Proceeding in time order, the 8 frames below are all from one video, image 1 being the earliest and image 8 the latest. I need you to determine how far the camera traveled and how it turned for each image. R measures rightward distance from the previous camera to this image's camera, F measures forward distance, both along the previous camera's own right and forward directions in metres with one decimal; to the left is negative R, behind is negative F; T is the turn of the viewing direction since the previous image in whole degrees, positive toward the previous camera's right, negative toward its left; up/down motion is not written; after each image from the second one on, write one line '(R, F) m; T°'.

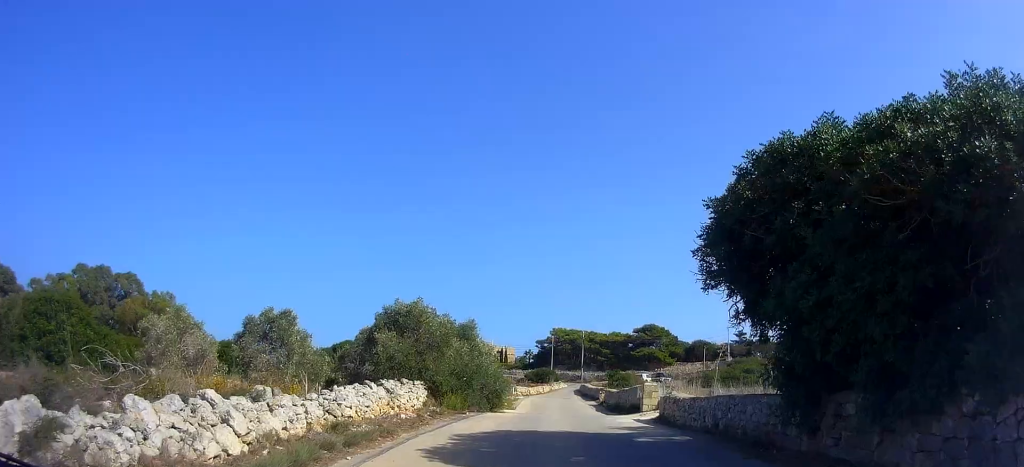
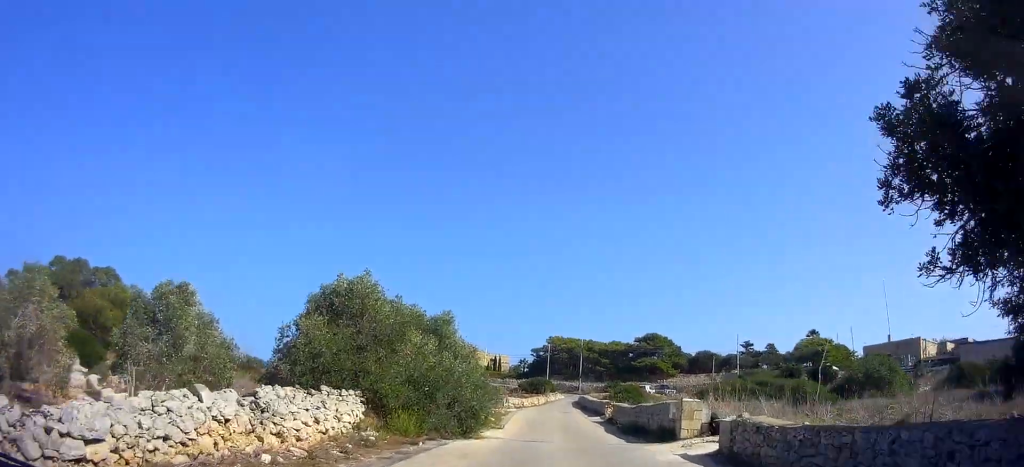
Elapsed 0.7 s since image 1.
(0.0, +6.1) m; 0°
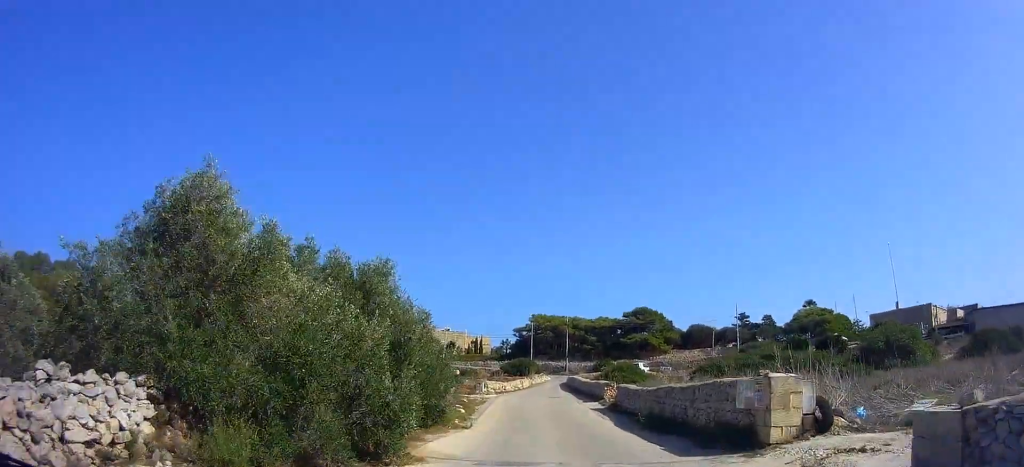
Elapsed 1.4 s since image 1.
(0.0, +6.8) m; 0°
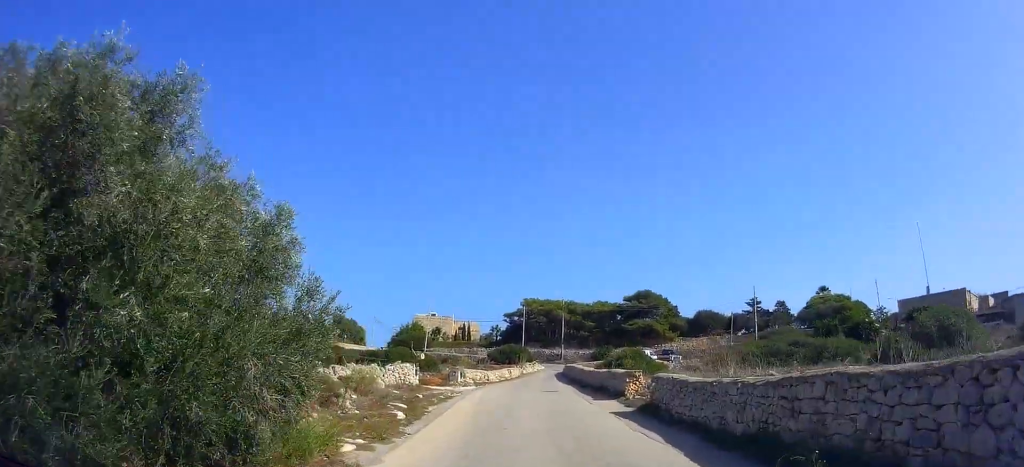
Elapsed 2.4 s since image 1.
(0.0, +9.6) m; 0°
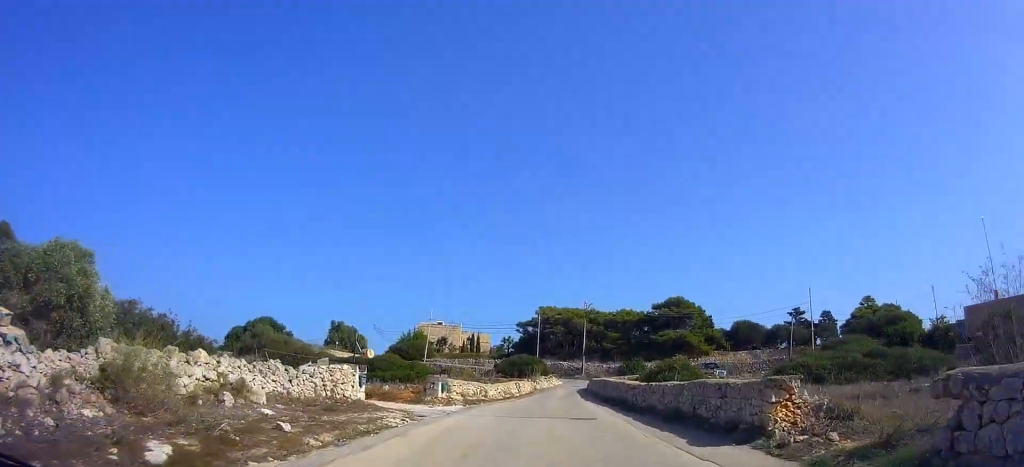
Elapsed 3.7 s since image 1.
(0.0, +11.5) m; 0°
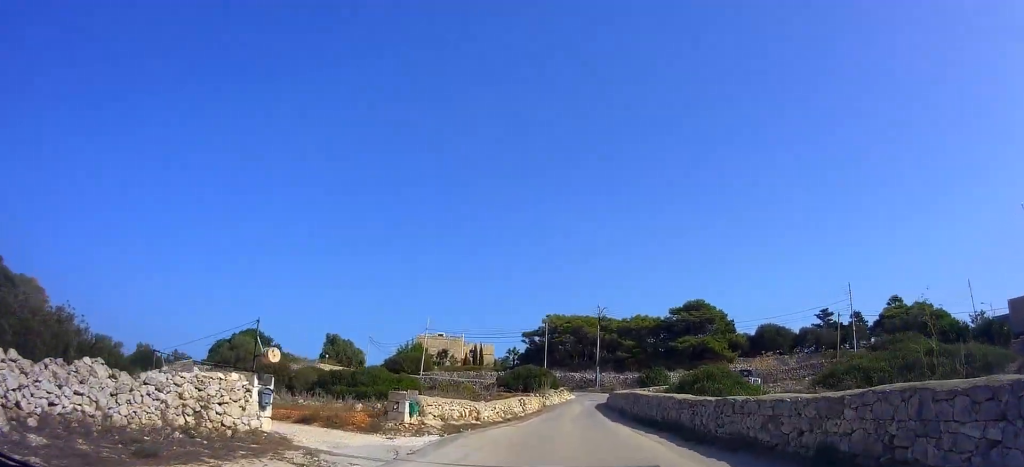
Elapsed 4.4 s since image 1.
(0.0, +7.1) m; 0°
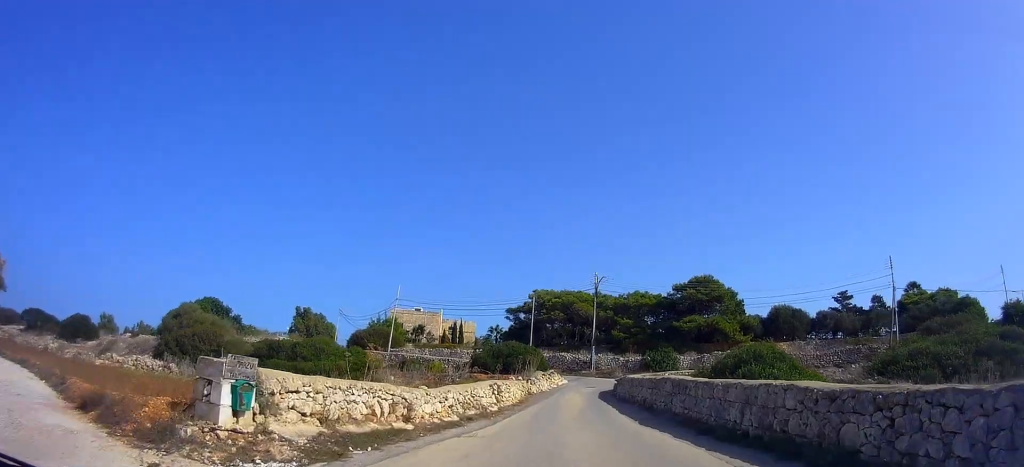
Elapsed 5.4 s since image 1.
(0.0, +8.9) m; 0°
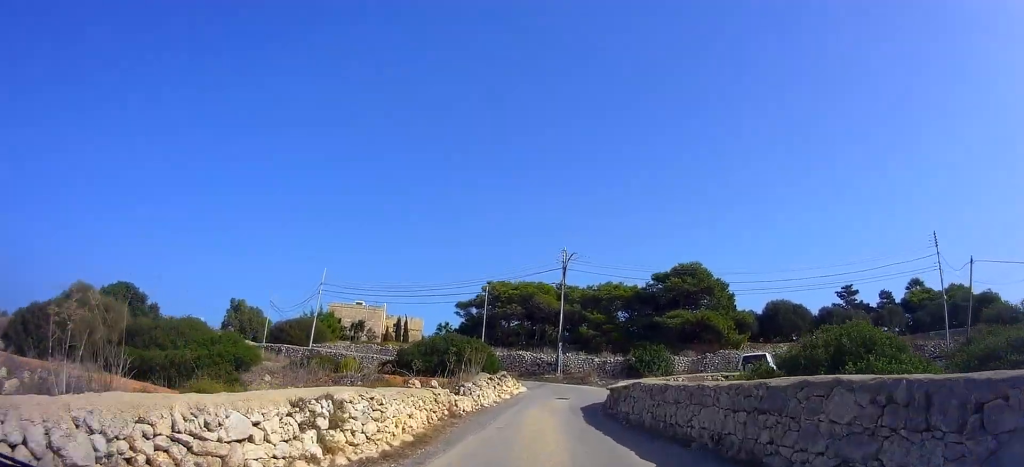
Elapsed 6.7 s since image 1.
(0.0, +11.5) m; +4°
